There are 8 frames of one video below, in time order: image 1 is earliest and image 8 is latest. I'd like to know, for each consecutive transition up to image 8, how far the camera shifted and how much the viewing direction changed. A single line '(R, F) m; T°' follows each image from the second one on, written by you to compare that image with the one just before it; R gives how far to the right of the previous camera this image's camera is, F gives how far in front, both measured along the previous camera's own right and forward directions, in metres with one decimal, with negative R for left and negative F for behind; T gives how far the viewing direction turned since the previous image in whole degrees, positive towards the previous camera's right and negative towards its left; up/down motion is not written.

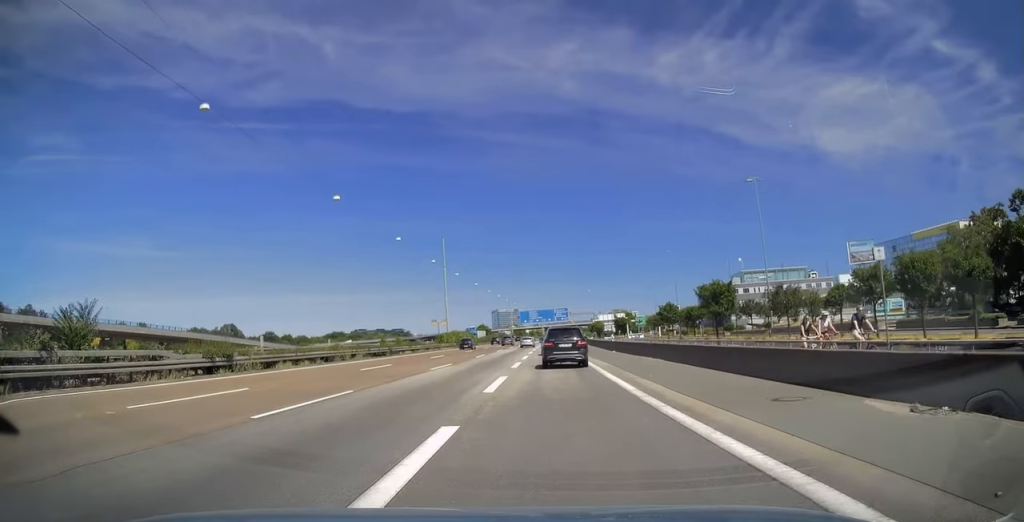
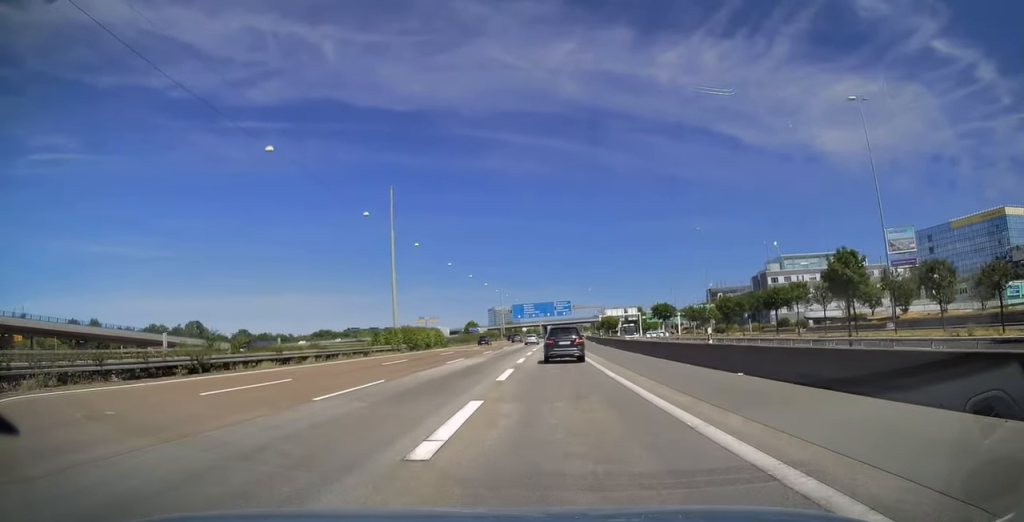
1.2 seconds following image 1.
(-0.6, +32.1) m; -1°
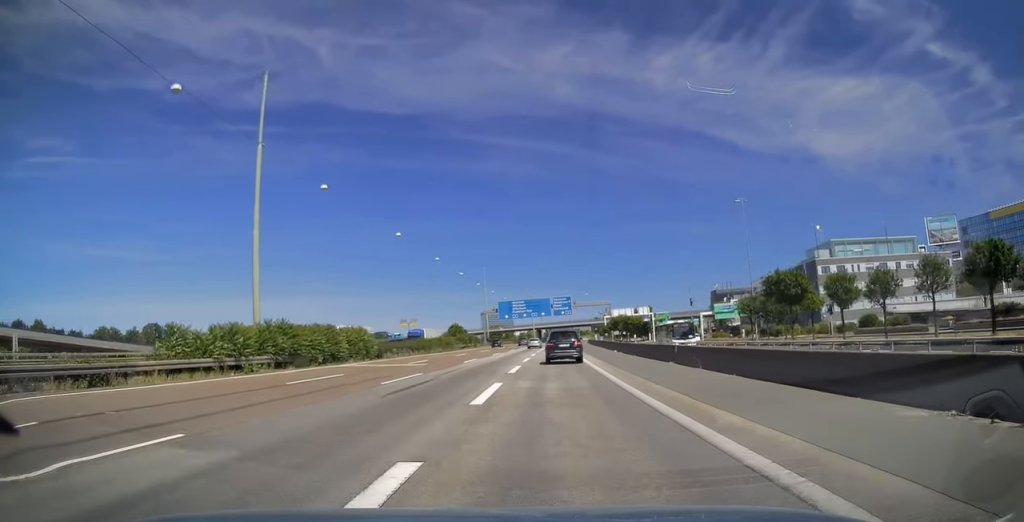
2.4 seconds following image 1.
(+0.2, +30.0) m; +2°
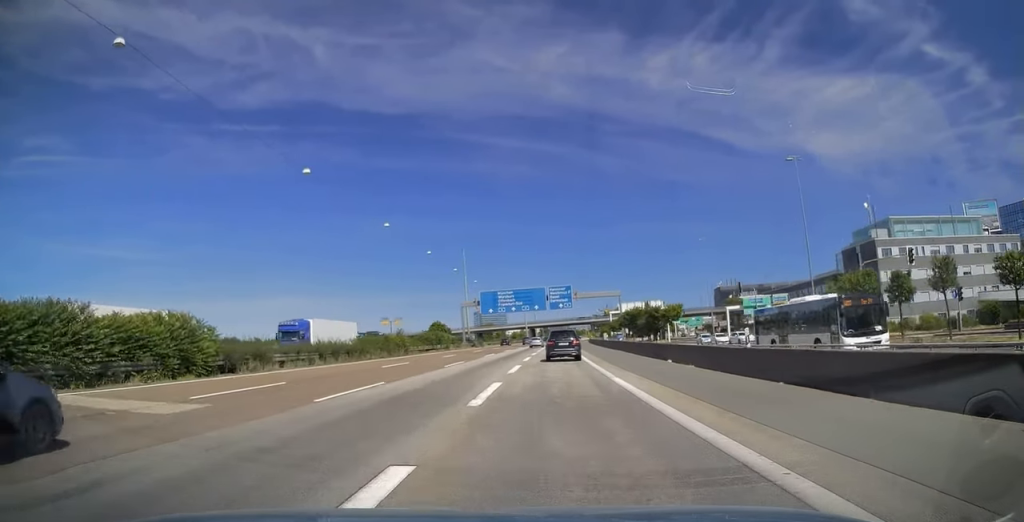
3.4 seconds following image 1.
(+0.4, +24.1) m; +1°
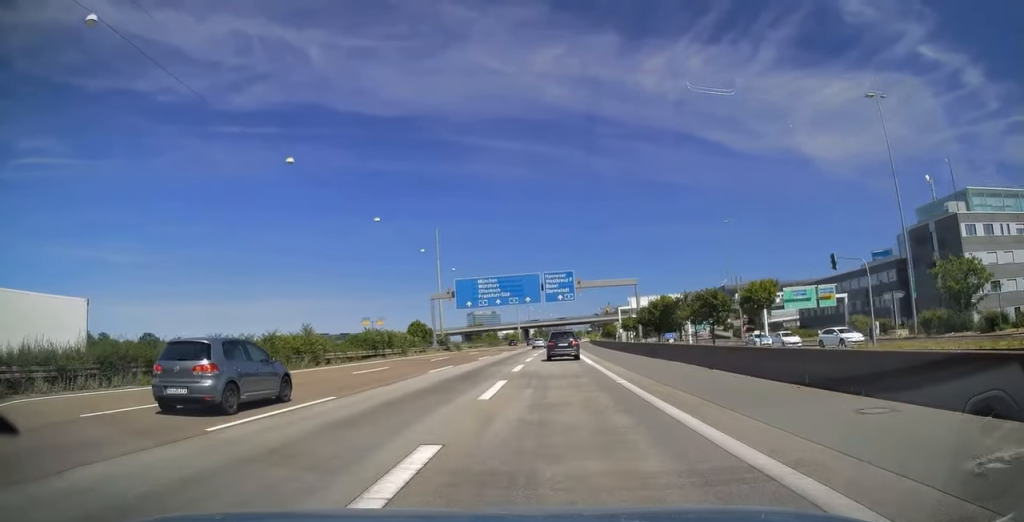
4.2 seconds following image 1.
(+0.3, +22.3) m; 0°
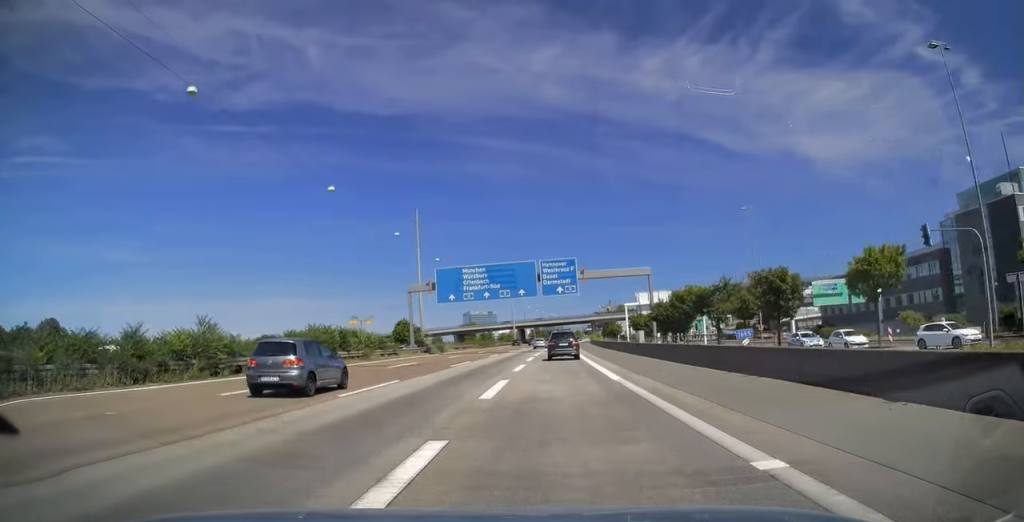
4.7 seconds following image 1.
(-0.2, +11.6) m; 0°
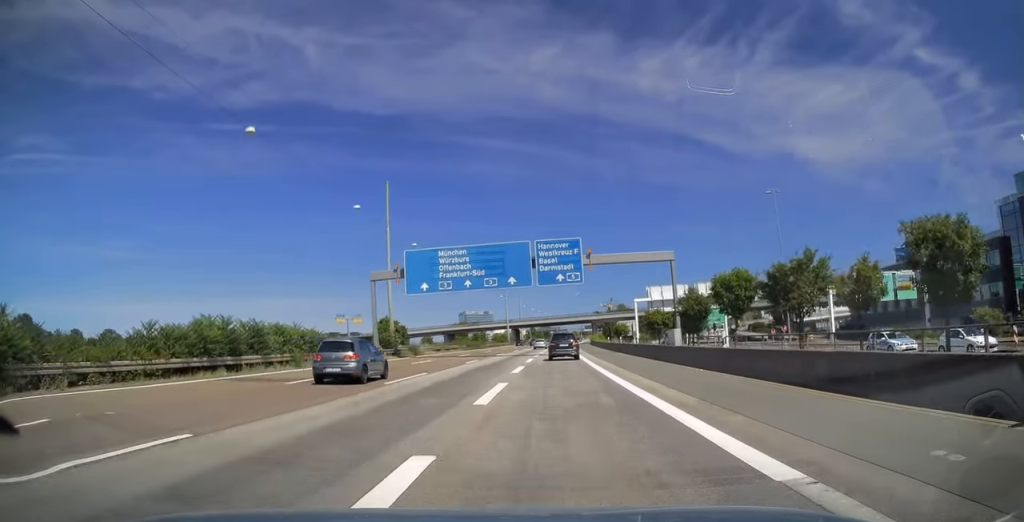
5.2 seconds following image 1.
(-0.2, +12.9) m; 0°
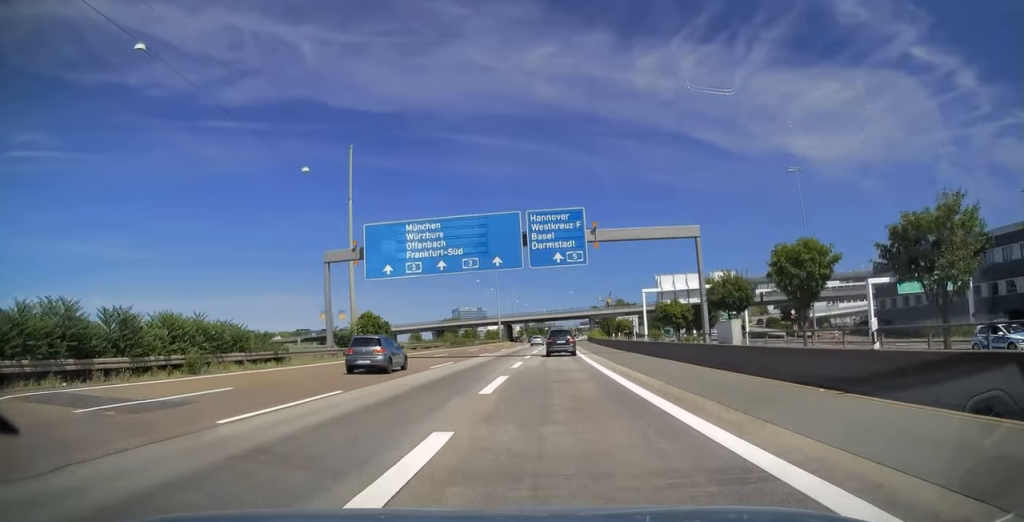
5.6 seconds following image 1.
(+0.2, +10.3) m; +1°
